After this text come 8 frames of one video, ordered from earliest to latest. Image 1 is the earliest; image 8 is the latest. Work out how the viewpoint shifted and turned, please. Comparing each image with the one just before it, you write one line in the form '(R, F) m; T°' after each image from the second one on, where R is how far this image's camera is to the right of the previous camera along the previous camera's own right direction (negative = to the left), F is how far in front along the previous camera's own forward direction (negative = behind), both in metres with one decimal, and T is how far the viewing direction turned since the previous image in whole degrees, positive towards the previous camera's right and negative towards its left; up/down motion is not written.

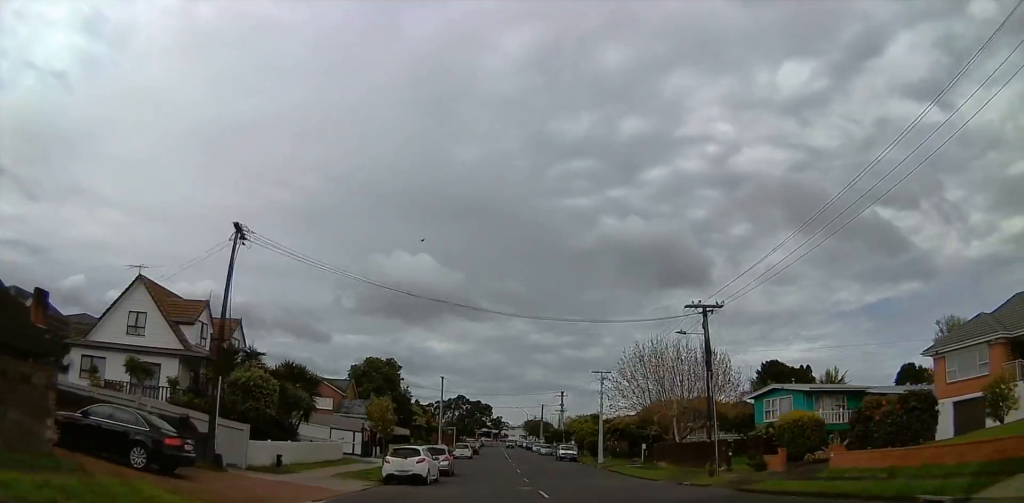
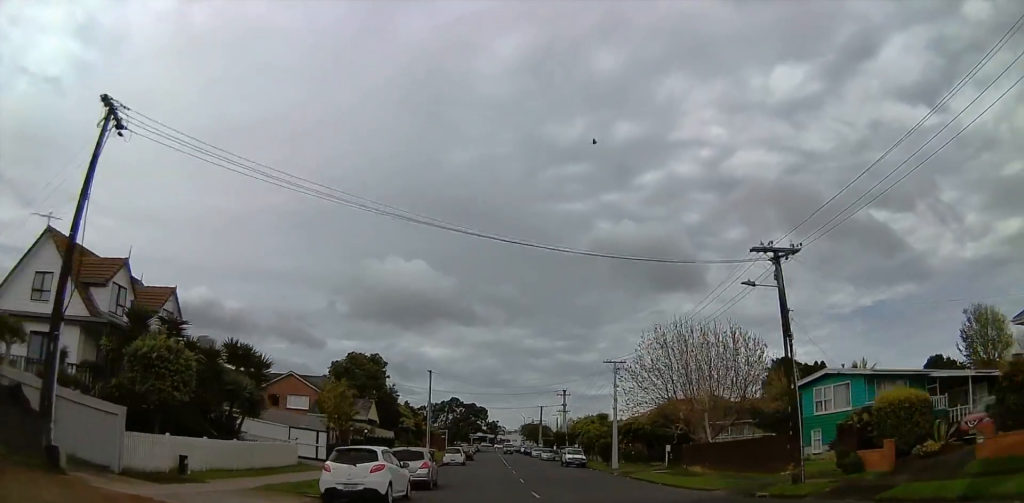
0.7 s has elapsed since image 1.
(+0.3, +8.3) m; +2°
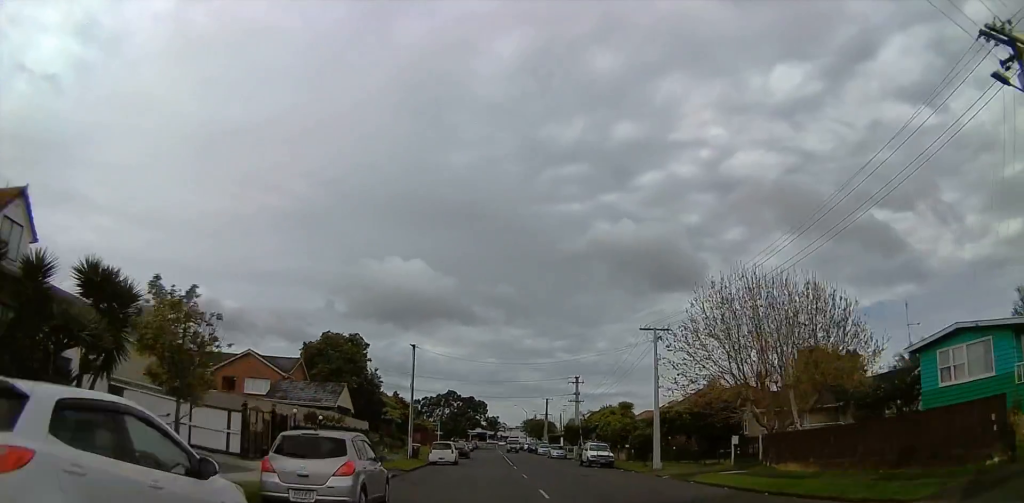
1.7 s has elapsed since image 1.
(+0.4, +12.5) m; -3°
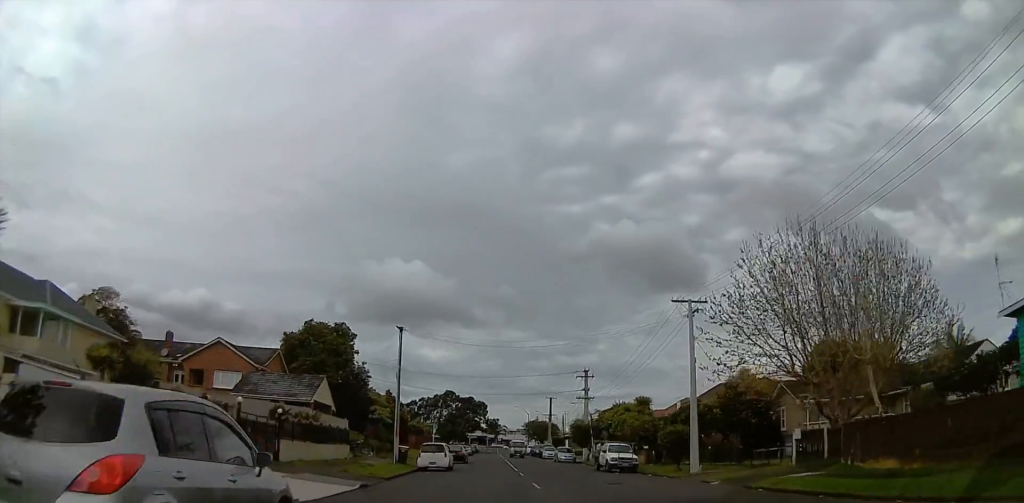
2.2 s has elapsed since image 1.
(-0.5, +7.1) m; -3°
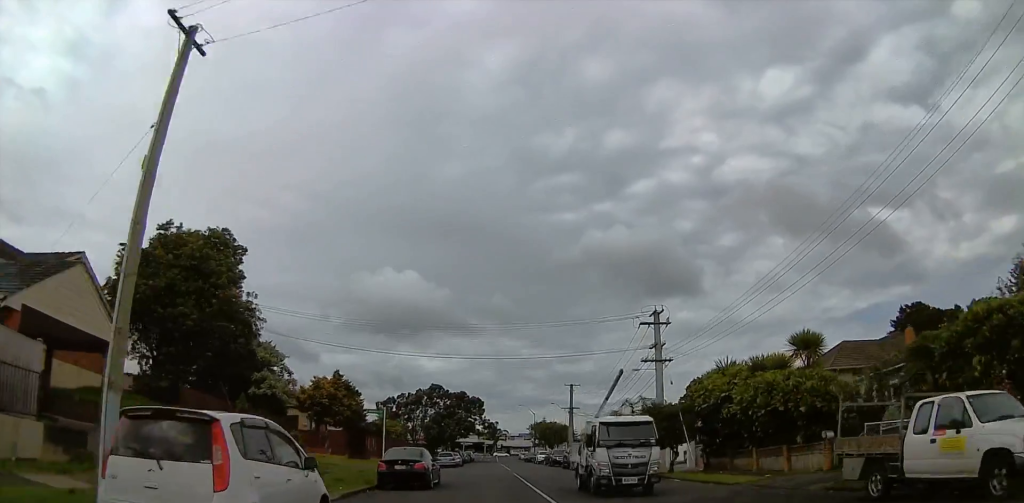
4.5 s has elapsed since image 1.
(-1.2, +28.5) m; 0°
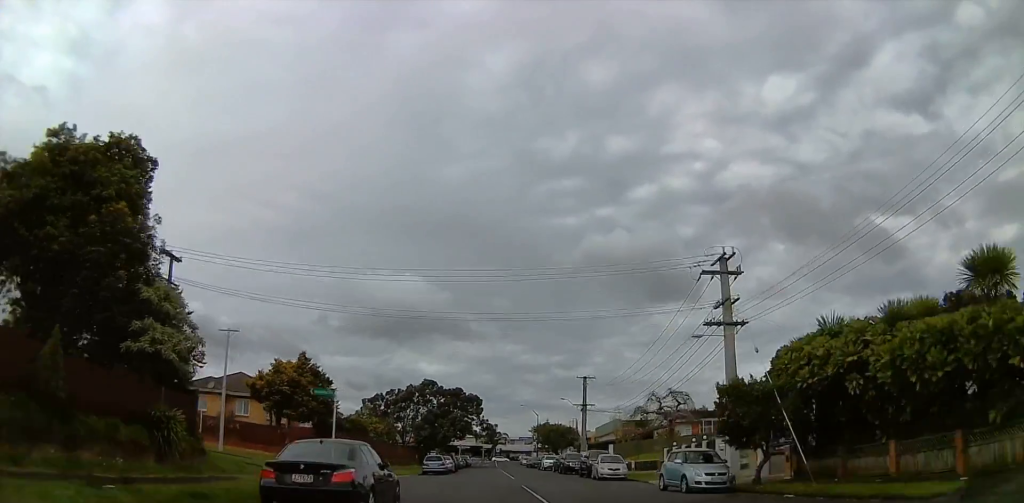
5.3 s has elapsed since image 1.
(+0.7, +10.6) m; +4°
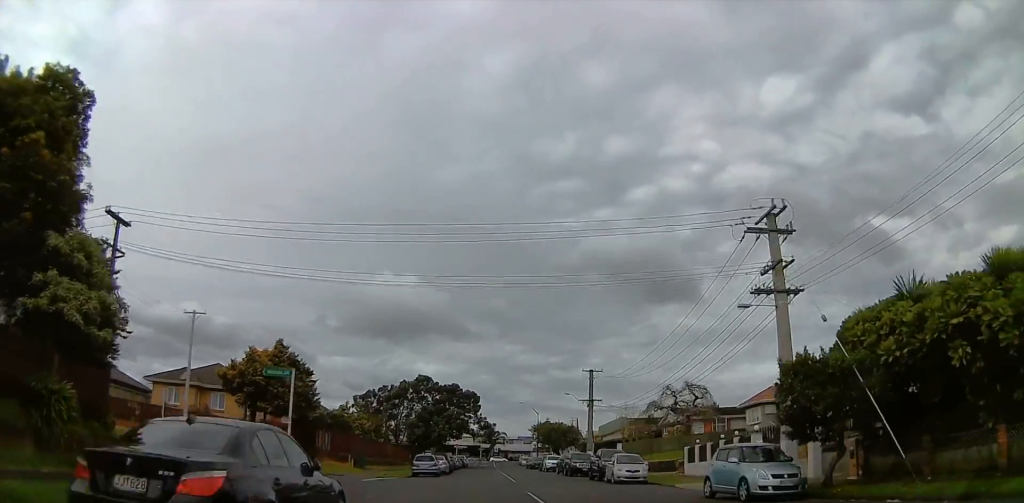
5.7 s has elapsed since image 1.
(0.0, +5.1) m; 0°
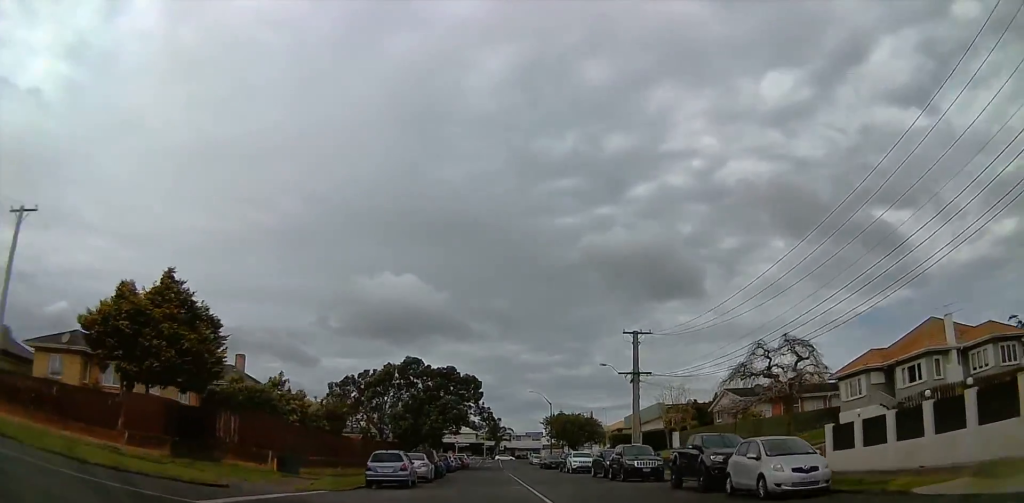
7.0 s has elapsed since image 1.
(0.0, +17.0) m; 0°
